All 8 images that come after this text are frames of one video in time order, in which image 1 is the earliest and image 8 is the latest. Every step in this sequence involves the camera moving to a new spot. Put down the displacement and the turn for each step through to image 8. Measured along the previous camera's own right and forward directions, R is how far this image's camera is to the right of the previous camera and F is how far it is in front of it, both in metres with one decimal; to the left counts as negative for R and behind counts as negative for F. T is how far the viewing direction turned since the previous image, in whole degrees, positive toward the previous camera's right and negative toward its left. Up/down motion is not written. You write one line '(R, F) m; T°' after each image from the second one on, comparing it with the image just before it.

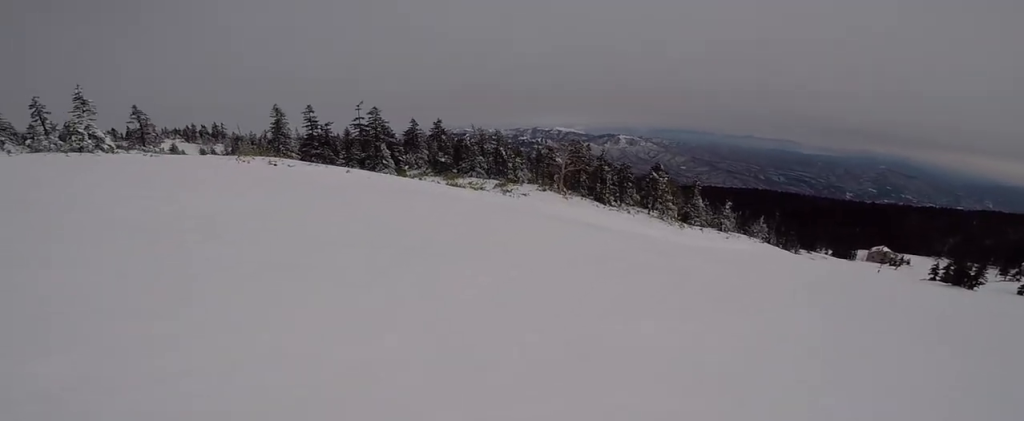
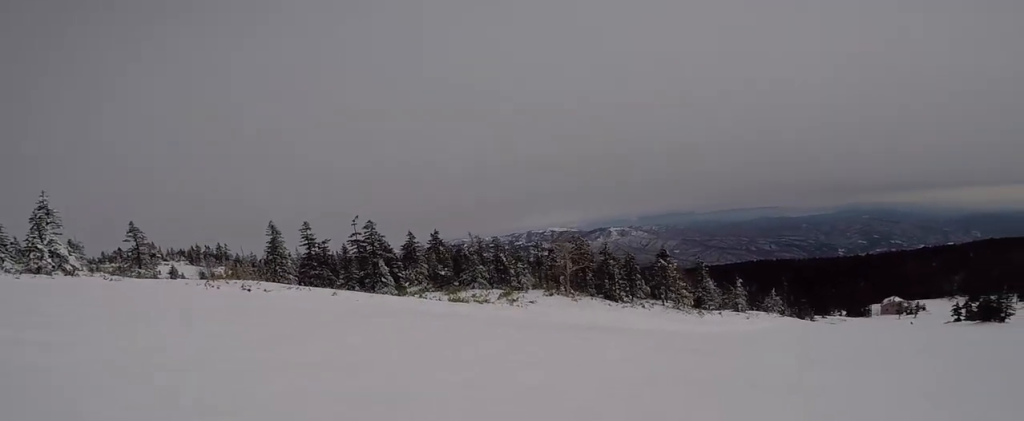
(-0.6, +2.9) m; +7°
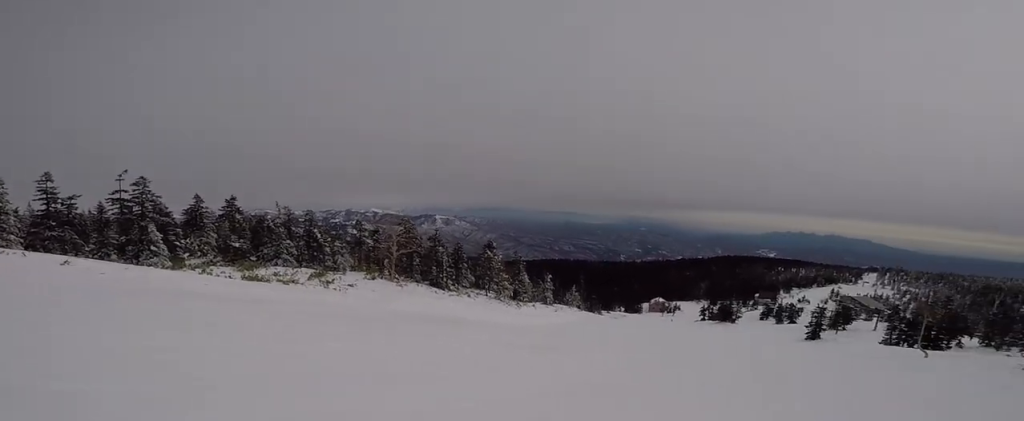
(+0.6, +1.9) m; +14°
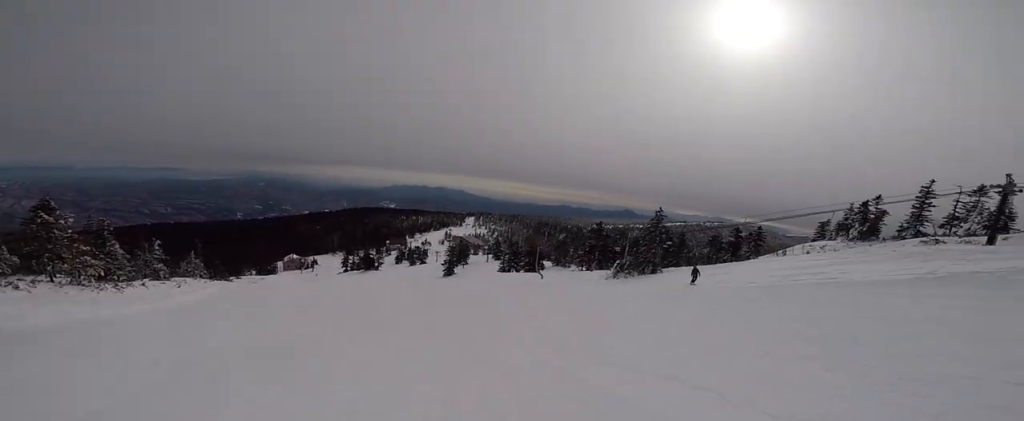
(+1.6, +5.2) m; +43°
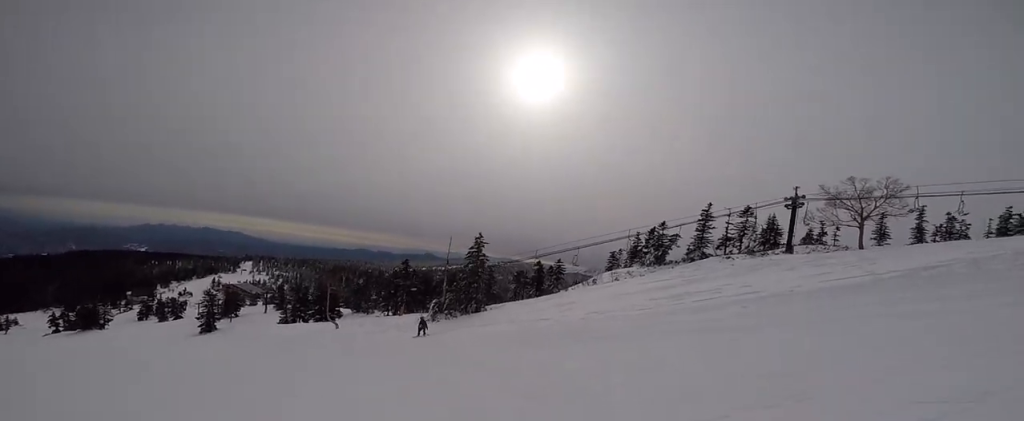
(+5.6, +9.4) m; +29°
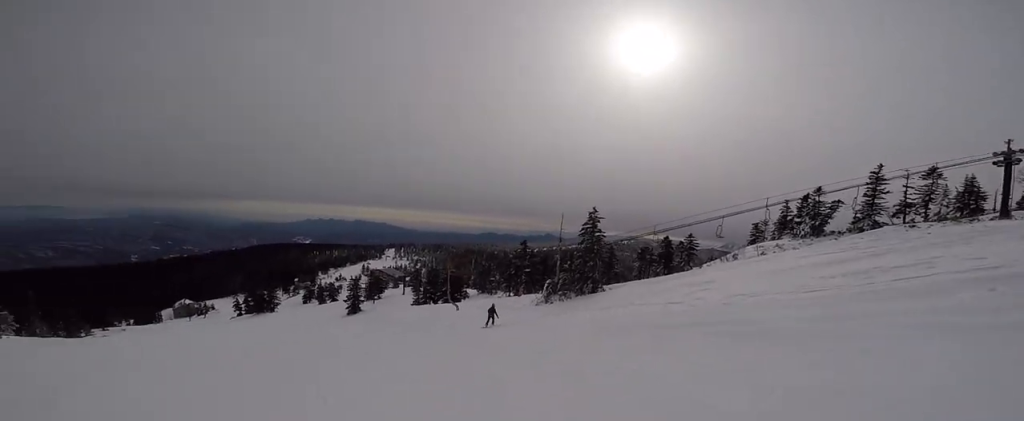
(-0.4, +2.8) m; -13°
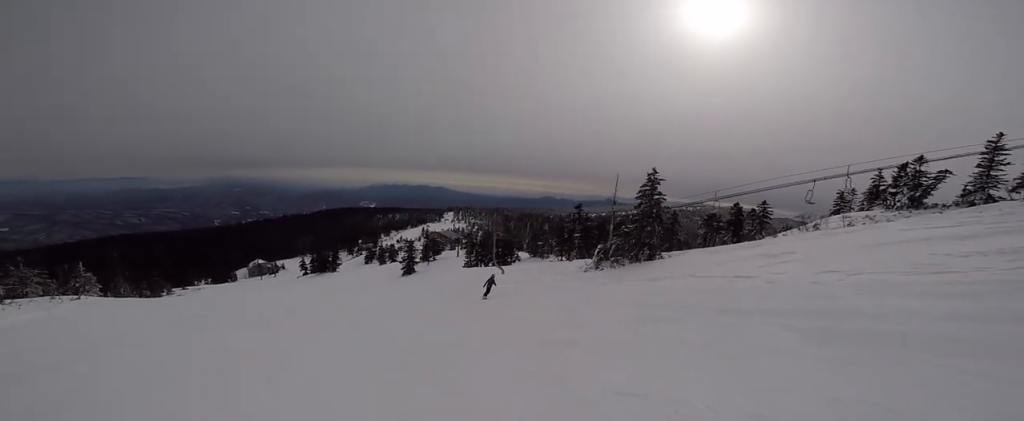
(-0.3, +2.6) m; -14°
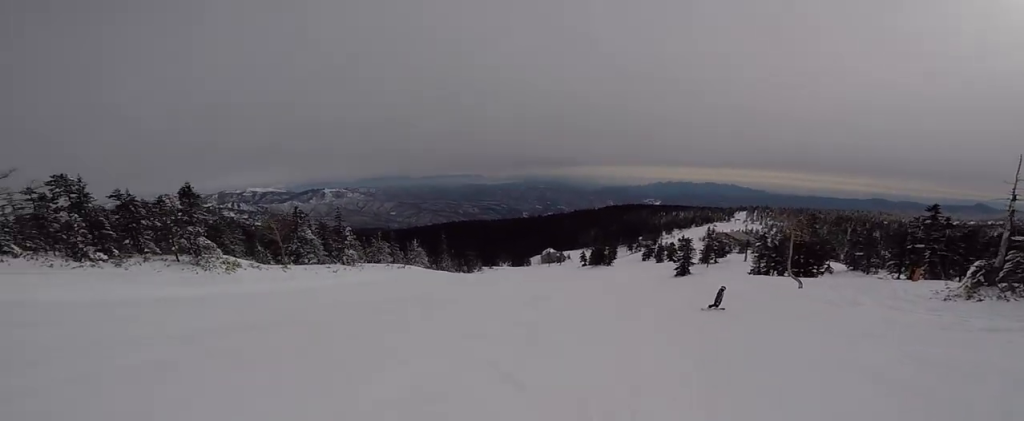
(-1.0, +5.6) m; -29°
